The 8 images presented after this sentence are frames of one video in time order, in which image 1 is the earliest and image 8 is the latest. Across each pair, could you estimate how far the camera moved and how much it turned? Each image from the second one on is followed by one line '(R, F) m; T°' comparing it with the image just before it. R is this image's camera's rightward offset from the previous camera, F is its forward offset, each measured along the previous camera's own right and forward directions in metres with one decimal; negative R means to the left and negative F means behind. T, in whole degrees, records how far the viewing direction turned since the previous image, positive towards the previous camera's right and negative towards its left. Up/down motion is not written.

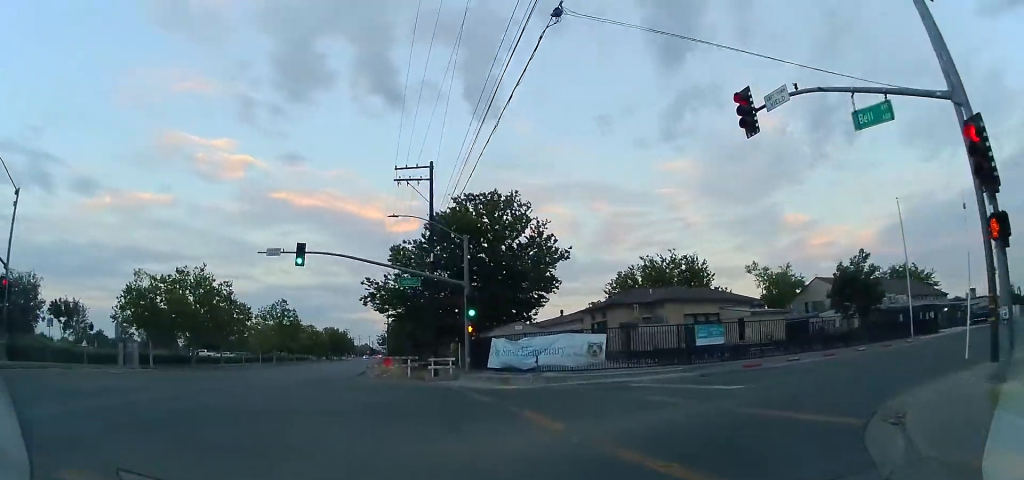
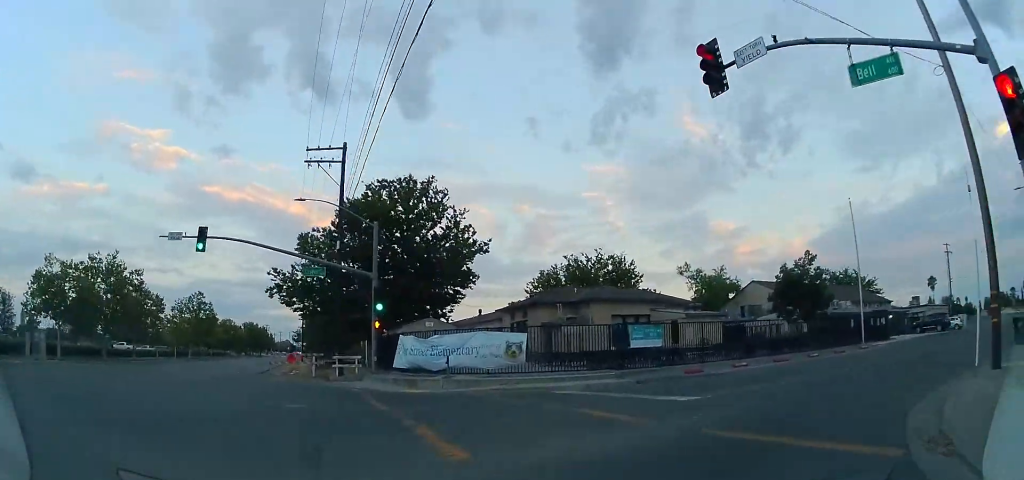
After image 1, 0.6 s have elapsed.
(+0.2, +2.7) m; +11°
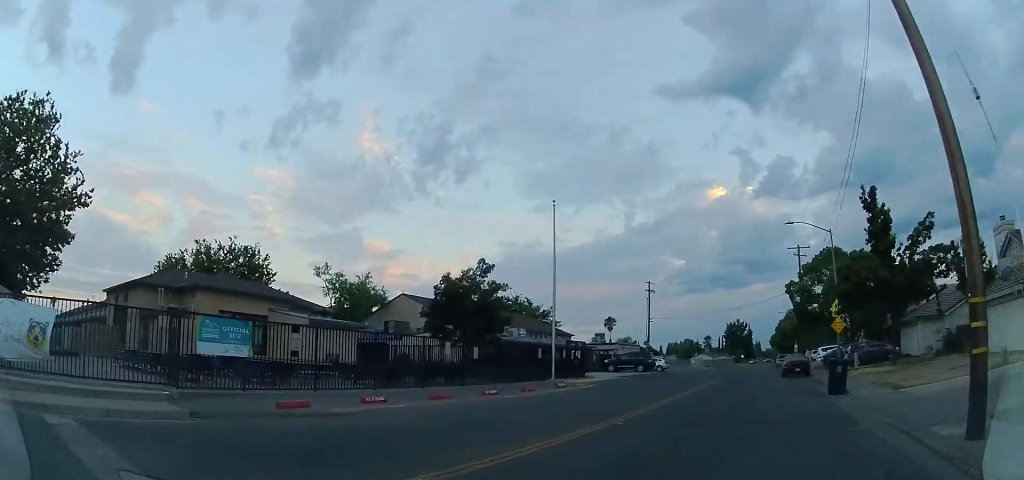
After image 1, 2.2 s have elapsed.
(+2.5, +6.9) m; +37°
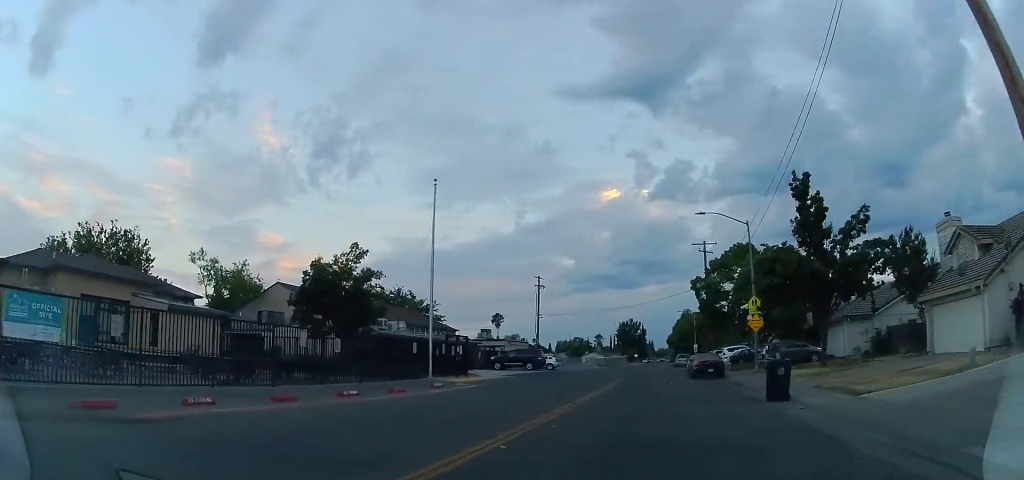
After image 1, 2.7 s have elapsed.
(+0.3, +2.7) m; +9°
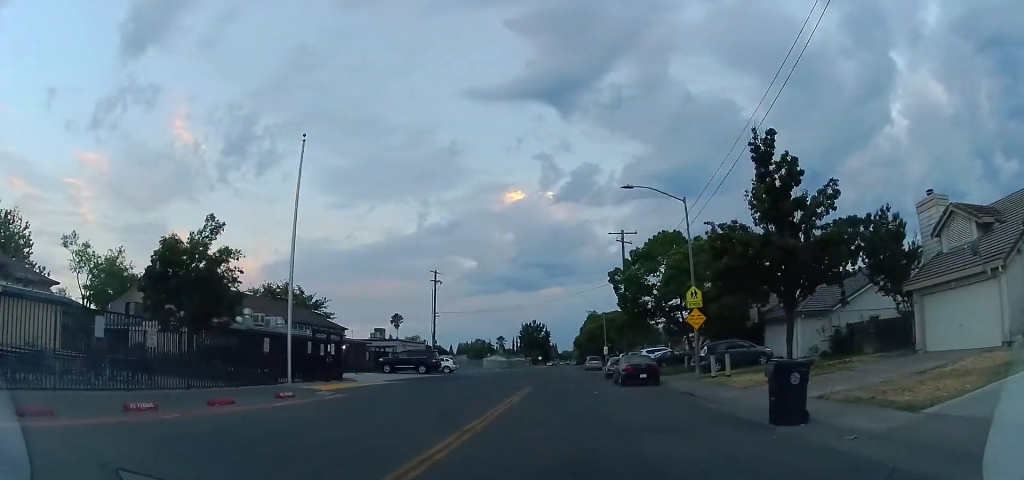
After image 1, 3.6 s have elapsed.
(+0.2, +5.0) m; +6°
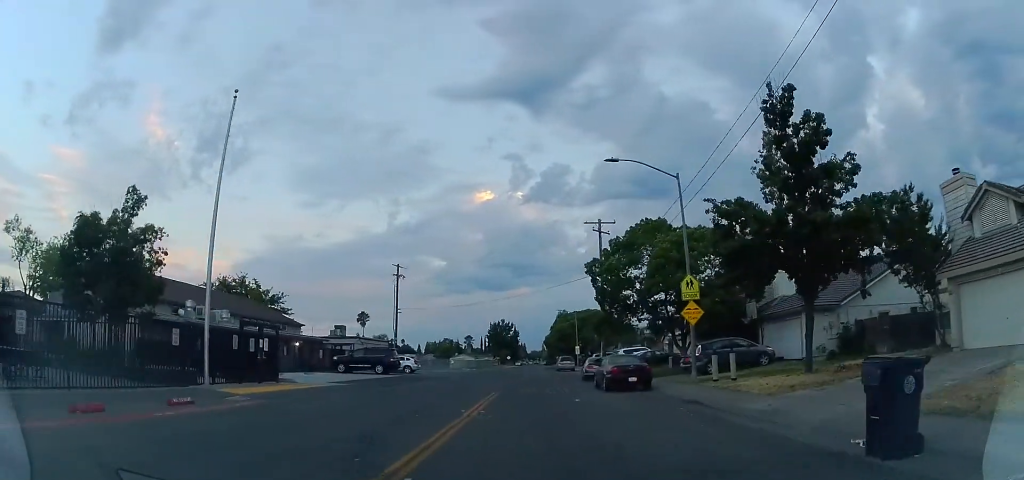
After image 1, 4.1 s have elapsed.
(+0.2, +3.4) m; +4°
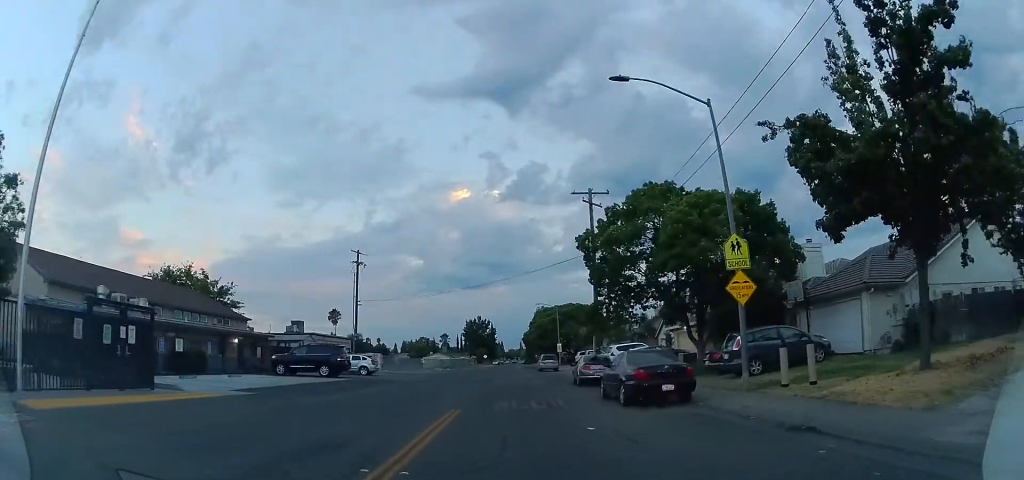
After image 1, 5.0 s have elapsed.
(+0.4, +6.4) m; +6°
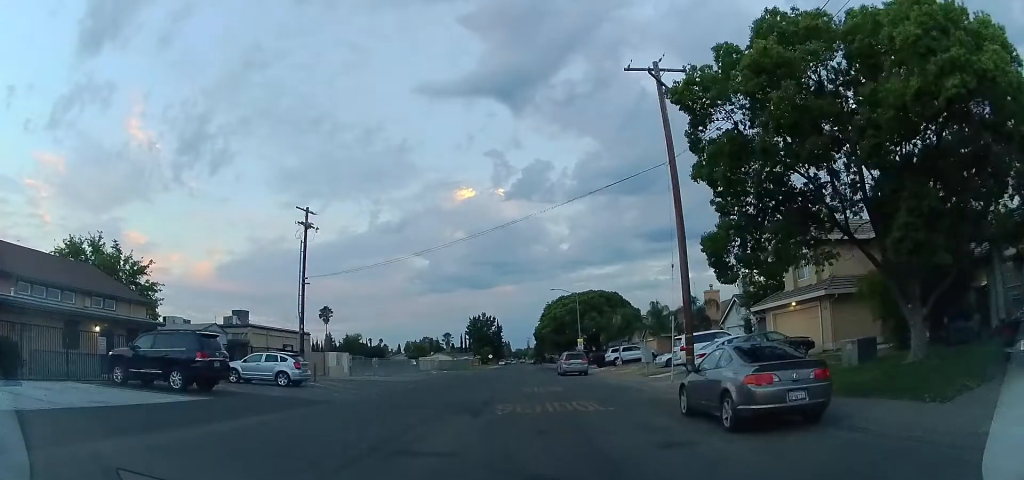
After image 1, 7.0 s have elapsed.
(+0.6, +15.1) m; +2°
